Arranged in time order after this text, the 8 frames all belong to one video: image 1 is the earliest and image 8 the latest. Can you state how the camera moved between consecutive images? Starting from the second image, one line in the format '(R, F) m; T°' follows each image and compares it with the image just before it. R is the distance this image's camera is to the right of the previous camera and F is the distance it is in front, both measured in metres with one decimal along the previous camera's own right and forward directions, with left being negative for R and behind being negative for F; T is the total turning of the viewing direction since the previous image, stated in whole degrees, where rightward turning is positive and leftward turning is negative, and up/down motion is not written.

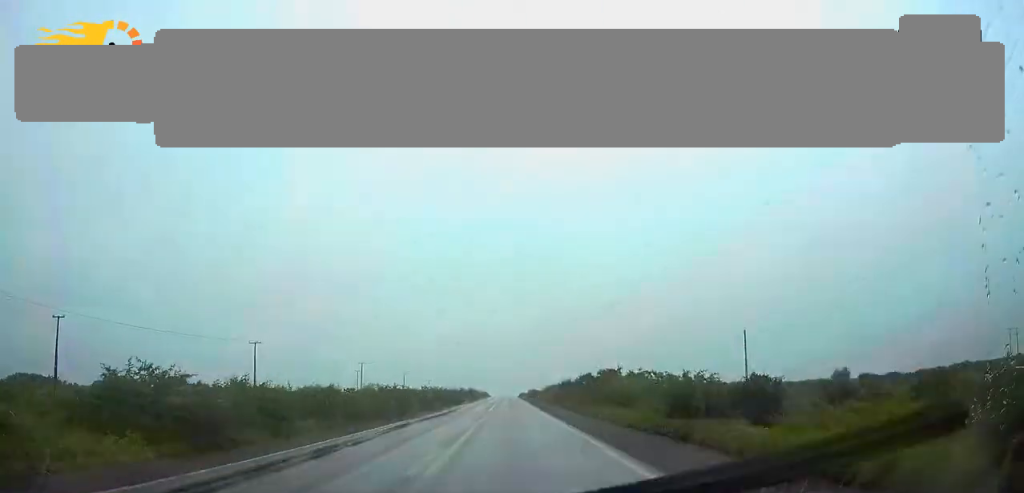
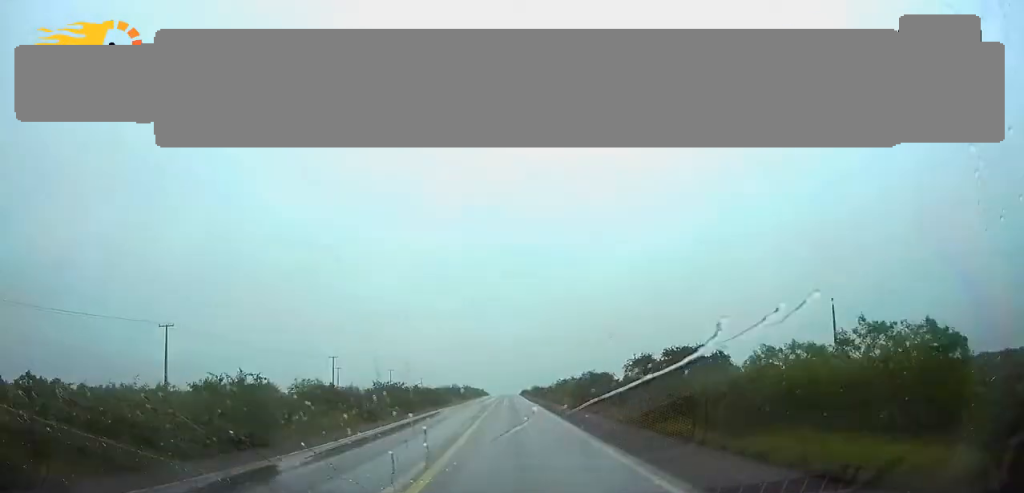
(+0.1, +26.5) m; 0°
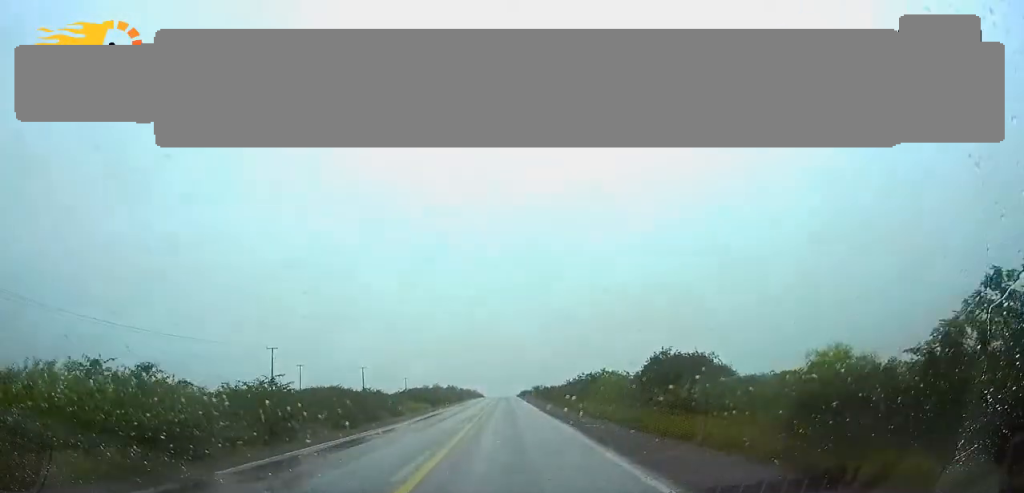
(-0.1, +34.0) m; 0°
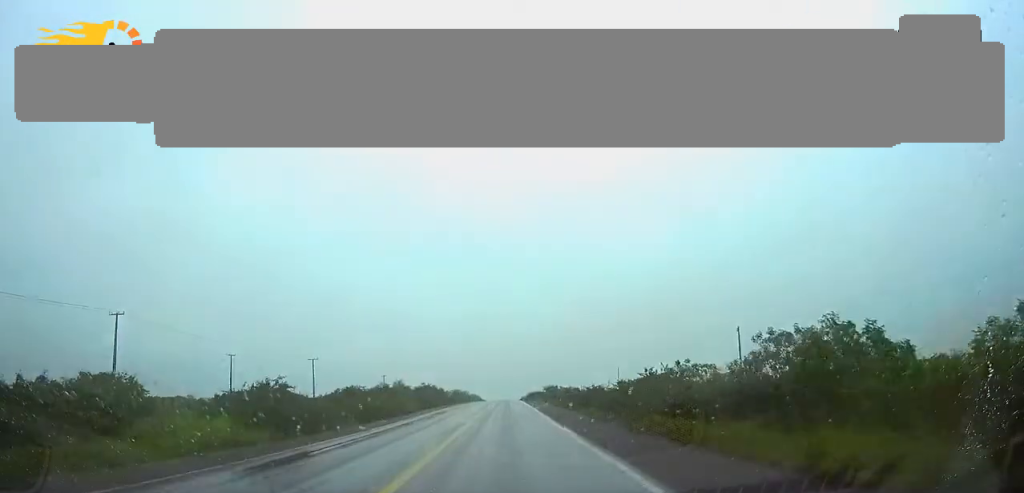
(+0.2, +44.9) m; 0°
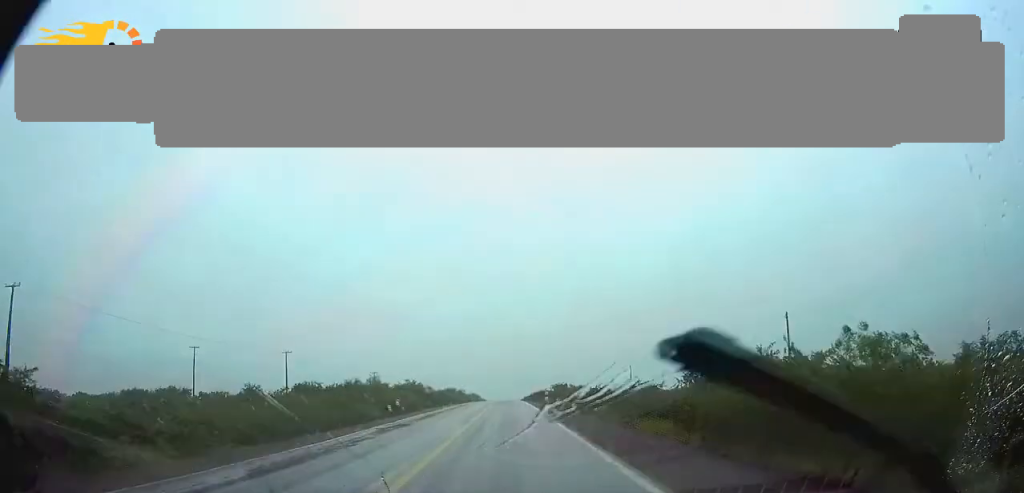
(0.0, +16.4) m; 0°
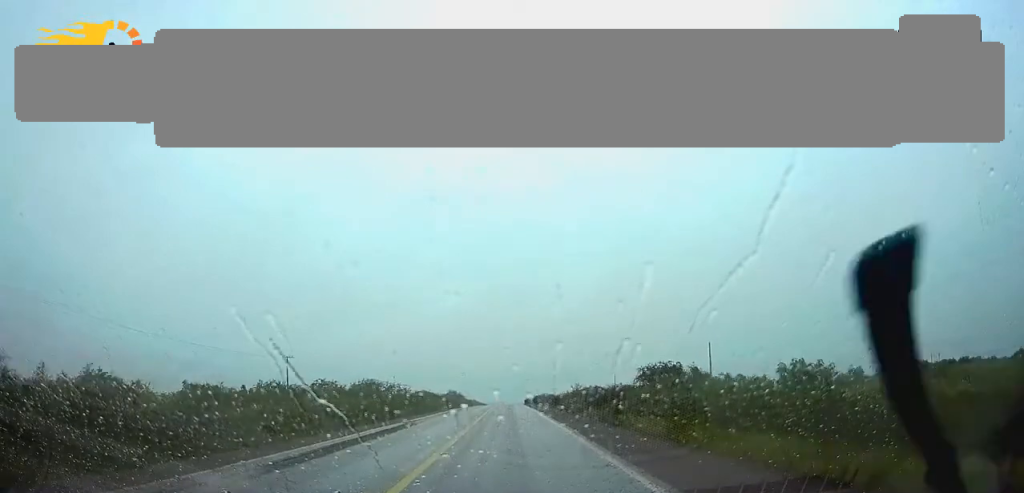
(-0.1, +70.0) m; 0°
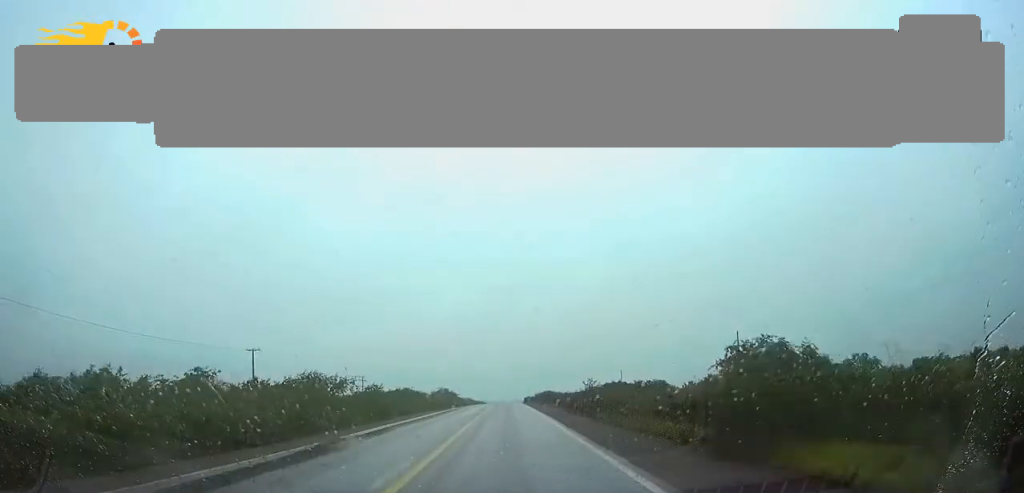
(0.0, +14.2) m; 0°
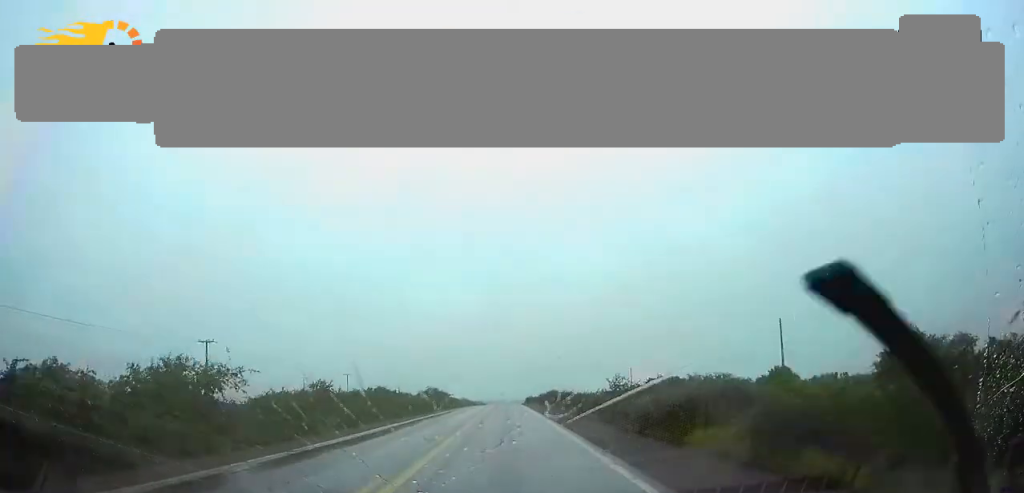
(0.0, +15.2) m; 0°
